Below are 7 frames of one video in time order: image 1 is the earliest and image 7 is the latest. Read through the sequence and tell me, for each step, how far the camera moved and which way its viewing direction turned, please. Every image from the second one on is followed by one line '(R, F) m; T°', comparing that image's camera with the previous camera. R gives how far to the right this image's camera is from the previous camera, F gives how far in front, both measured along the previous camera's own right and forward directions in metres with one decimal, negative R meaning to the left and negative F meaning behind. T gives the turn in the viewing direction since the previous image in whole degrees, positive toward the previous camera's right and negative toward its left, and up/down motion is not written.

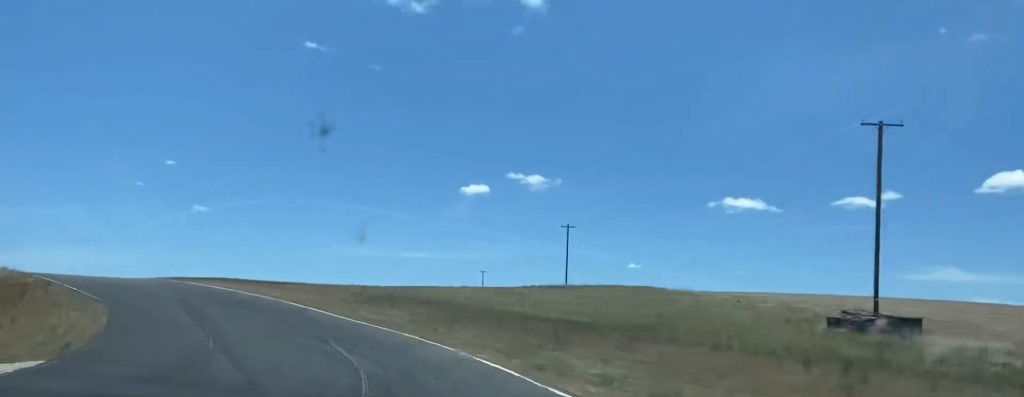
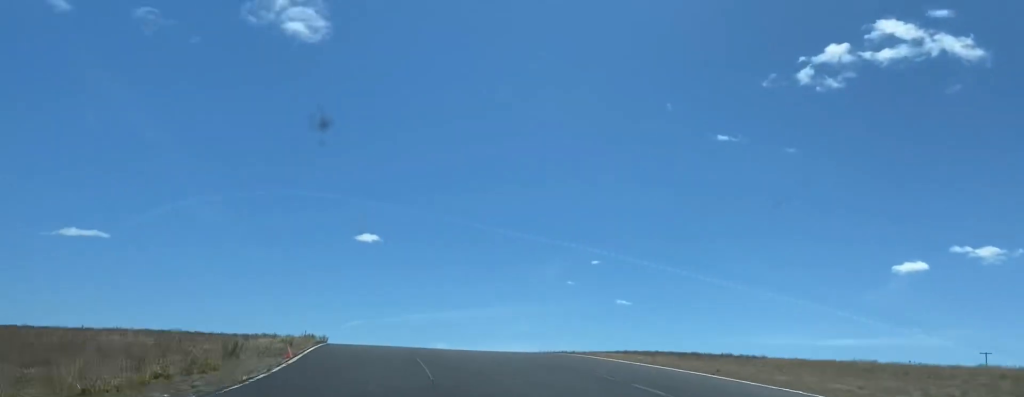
(-11.5, +40.8) m; -24°
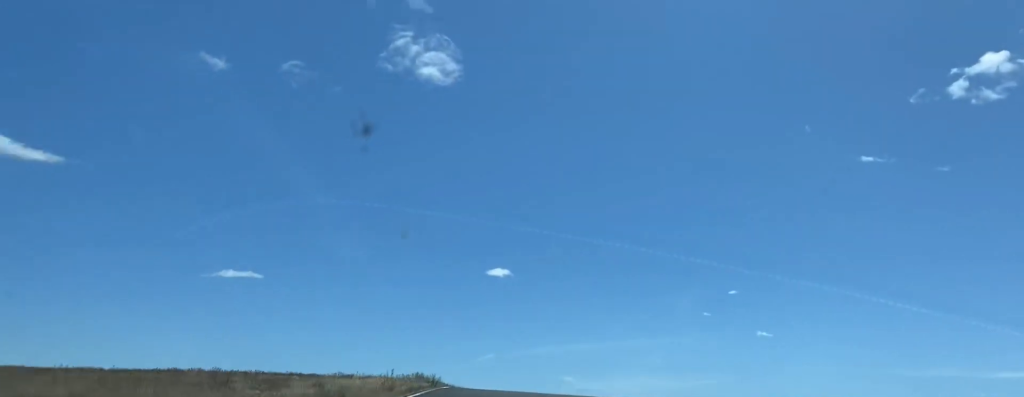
(-0.8, +16.6) m; -4°
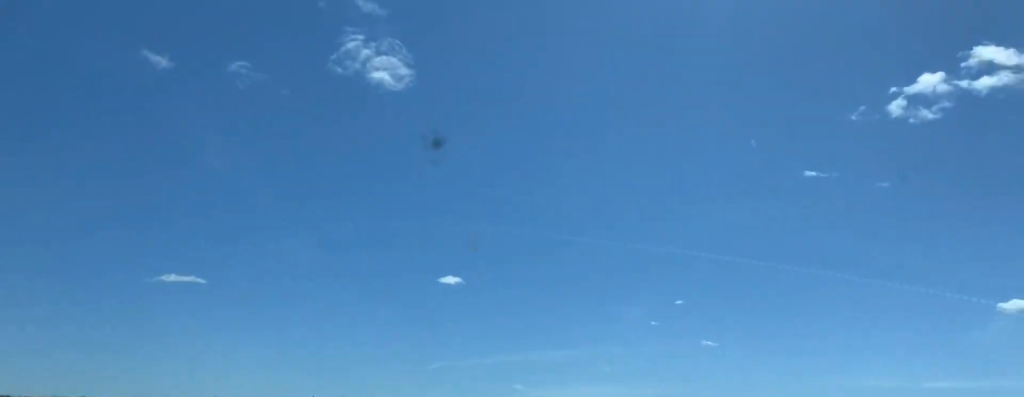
(-1.3, +16.1) m; +2°
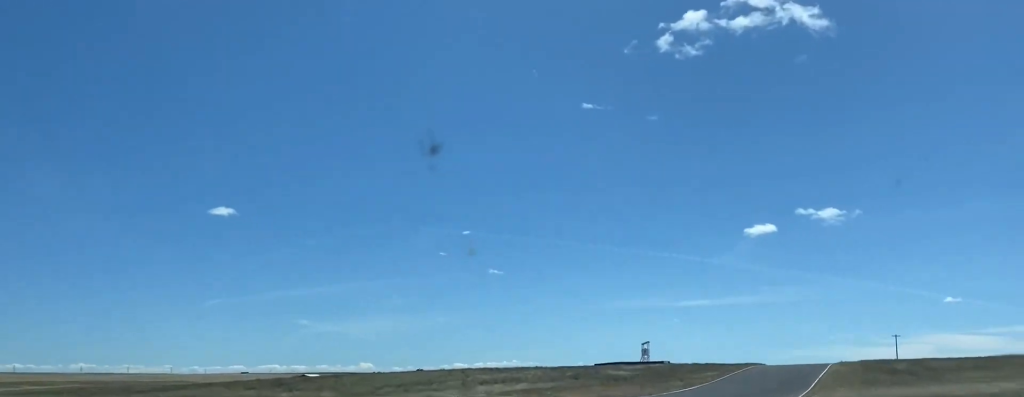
(+3.3, +38.5) m; +12°
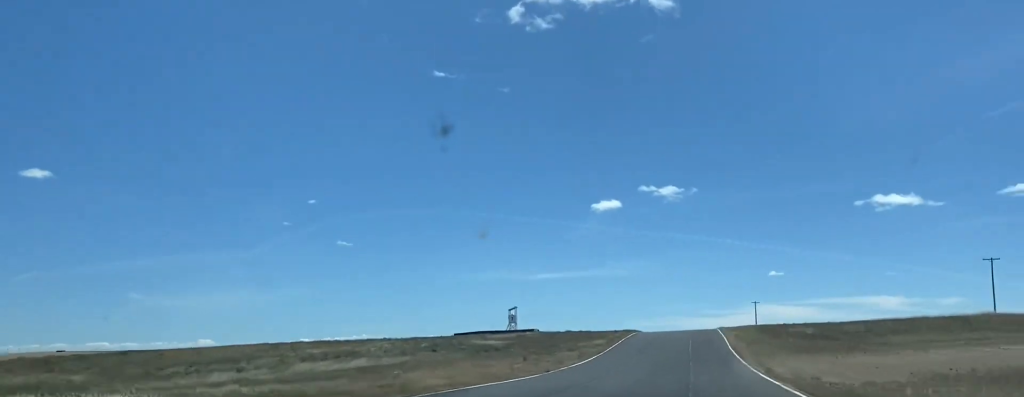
(+1.8, +23.4) m; +8°
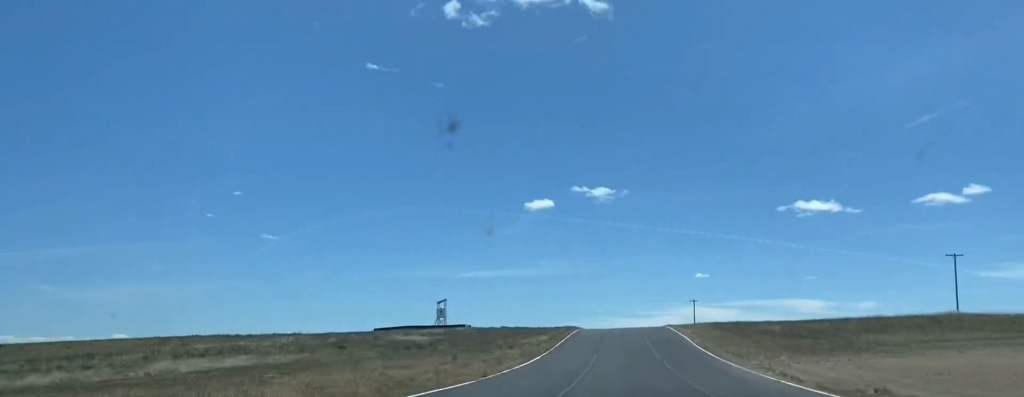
(-0.2, +14.4) m; +5°
